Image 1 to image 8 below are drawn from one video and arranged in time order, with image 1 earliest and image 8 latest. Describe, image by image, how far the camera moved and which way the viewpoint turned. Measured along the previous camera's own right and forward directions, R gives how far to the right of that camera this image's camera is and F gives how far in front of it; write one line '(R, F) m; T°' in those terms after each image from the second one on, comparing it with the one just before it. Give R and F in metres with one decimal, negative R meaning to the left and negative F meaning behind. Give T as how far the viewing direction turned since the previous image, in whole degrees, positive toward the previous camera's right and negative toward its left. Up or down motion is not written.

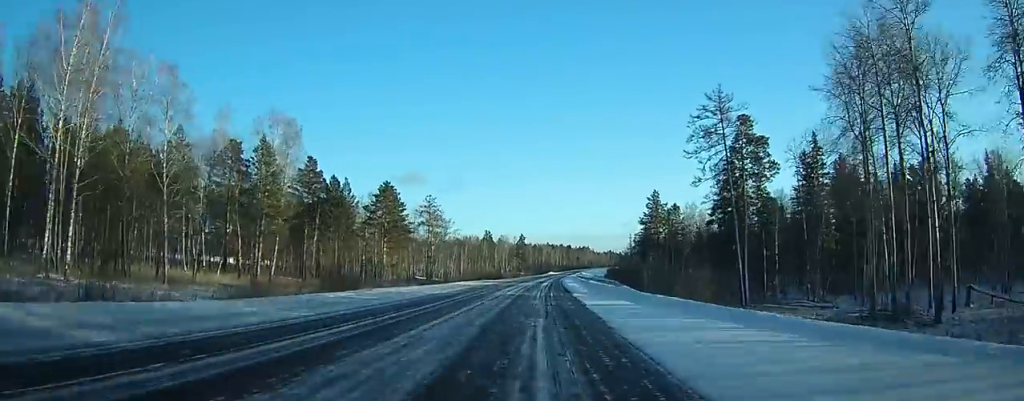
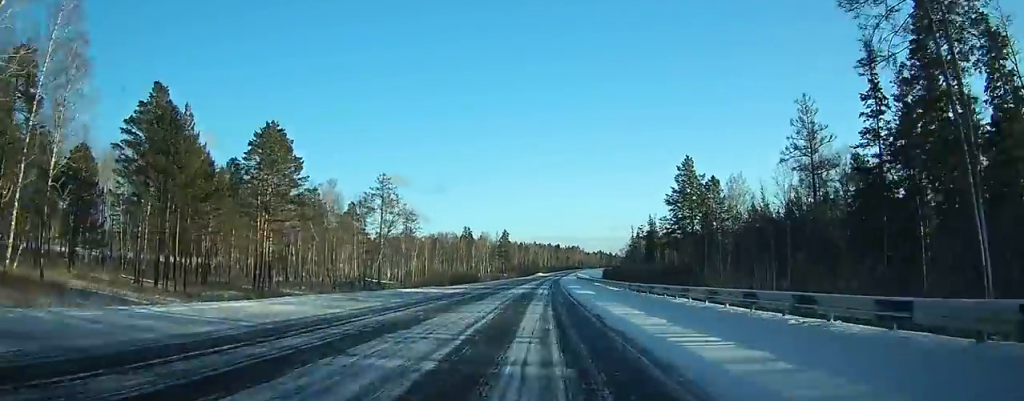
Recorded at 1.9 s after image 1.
(+0.5, +46.3) m; +1°
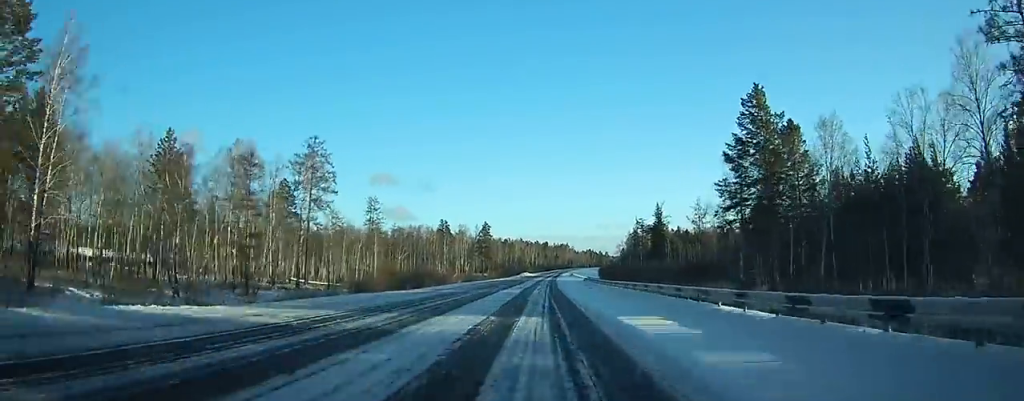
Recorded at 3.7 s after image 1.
(+0.3, +41.6) m; +1°
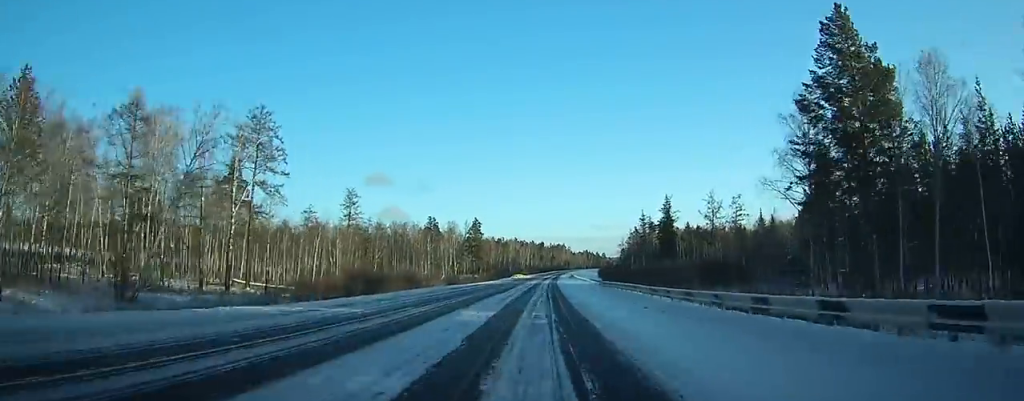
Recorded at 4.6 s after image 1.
(+0.1, +22.5) m; +1°
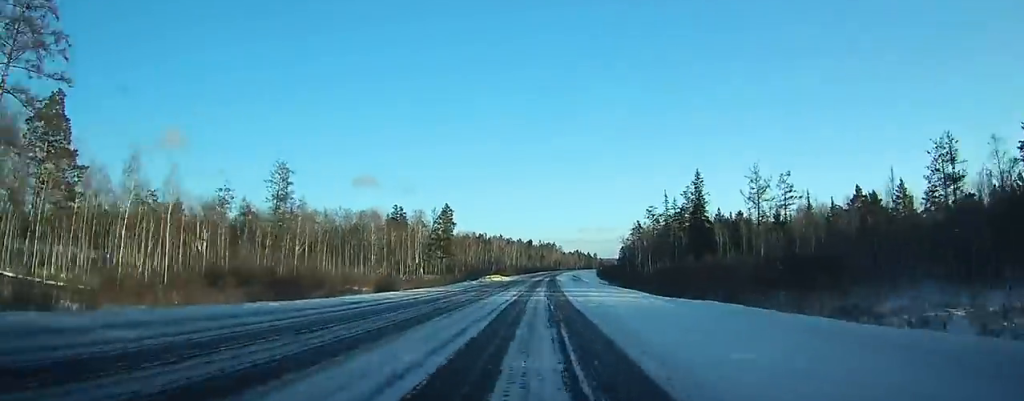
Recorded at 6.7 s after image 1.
(+0.7, +49.9) m; +2°
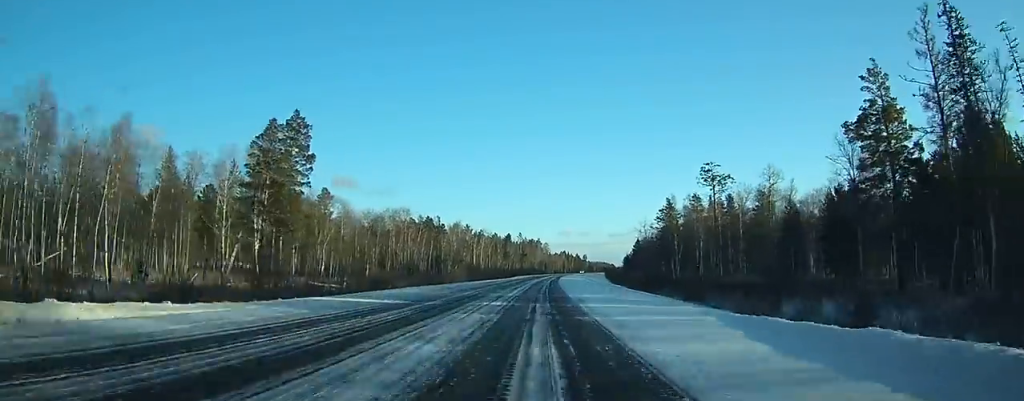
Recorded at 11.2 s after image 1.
(+2.2, +110.5) m; +2°
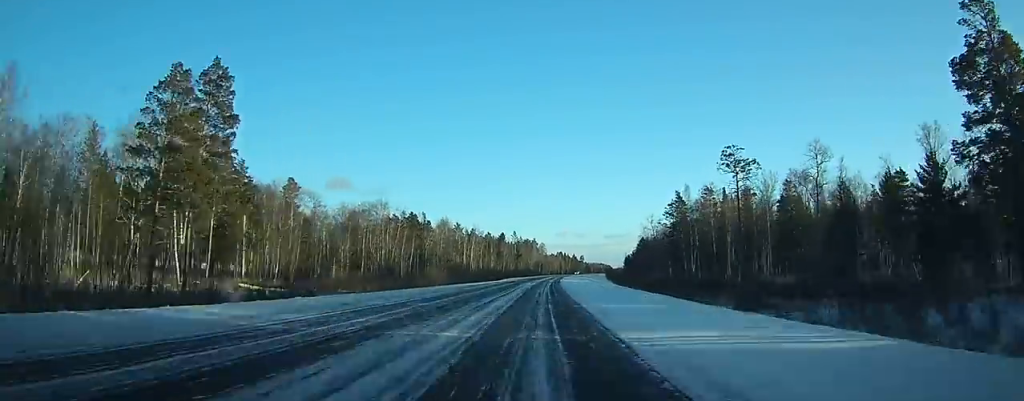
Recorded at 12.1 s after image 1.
(+0.1, +21.3) m; +1°
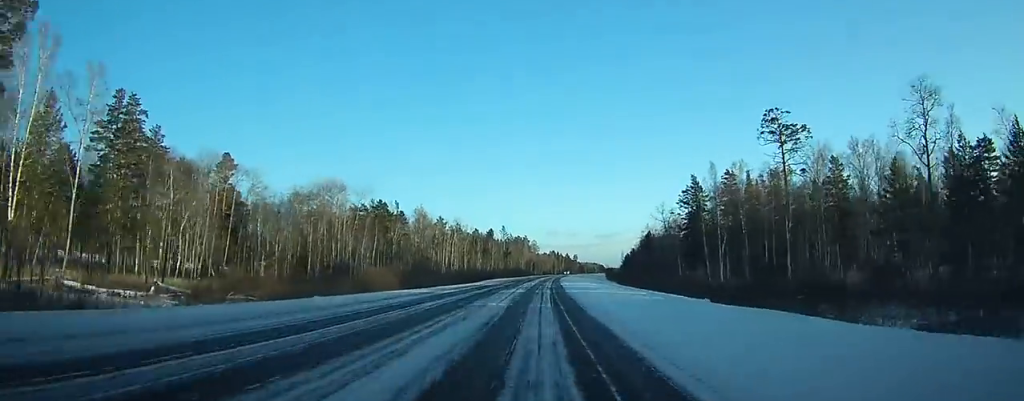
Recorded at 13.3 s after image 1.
(-0.1, +29.5) m; +1°
